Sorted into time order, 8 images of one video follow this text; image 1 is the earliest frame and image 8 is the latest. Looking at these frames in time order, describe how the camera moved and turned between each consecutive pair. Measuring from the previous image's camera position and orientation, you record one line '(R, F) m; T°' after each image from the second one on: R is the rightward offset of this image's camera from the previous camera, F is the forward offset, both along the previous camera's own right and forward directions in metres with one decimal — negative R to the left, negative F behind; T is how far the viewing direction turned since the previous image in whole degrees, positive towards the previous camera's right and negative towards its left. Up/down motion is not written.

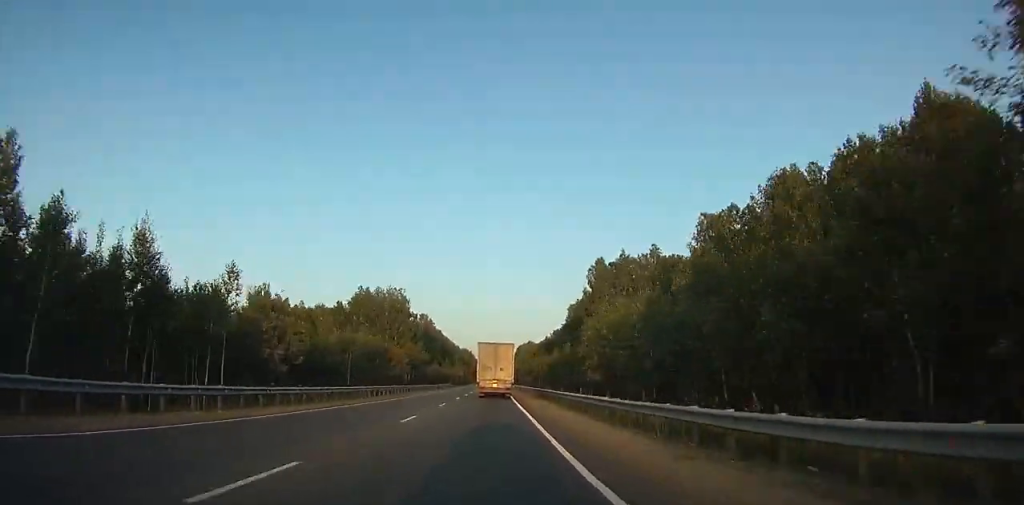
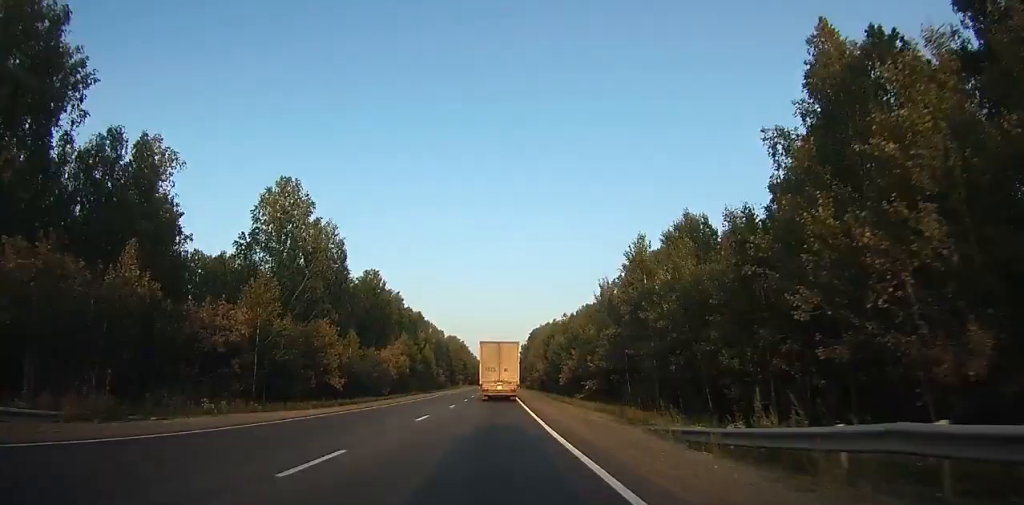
(+0.3, +115.3) m; 0°
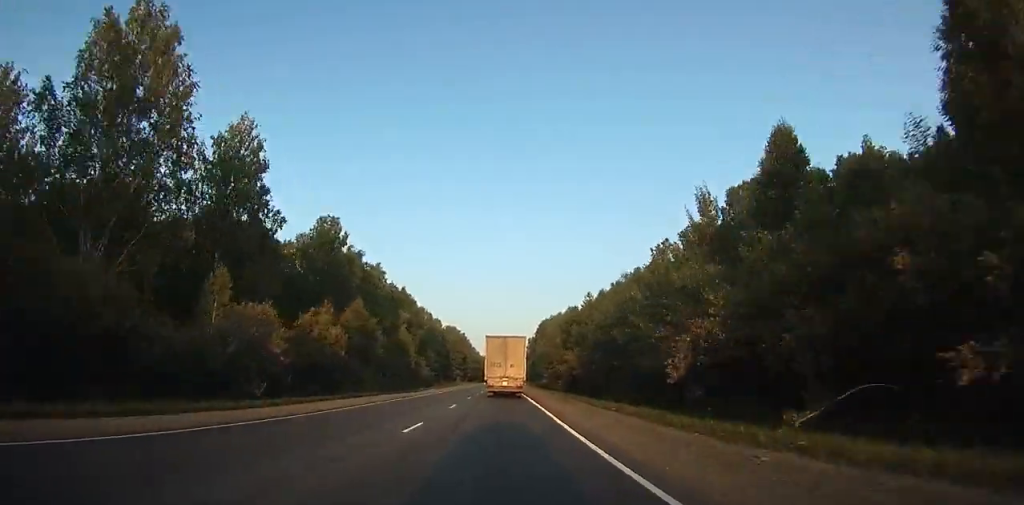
(0.0, +29.6) m; 0°
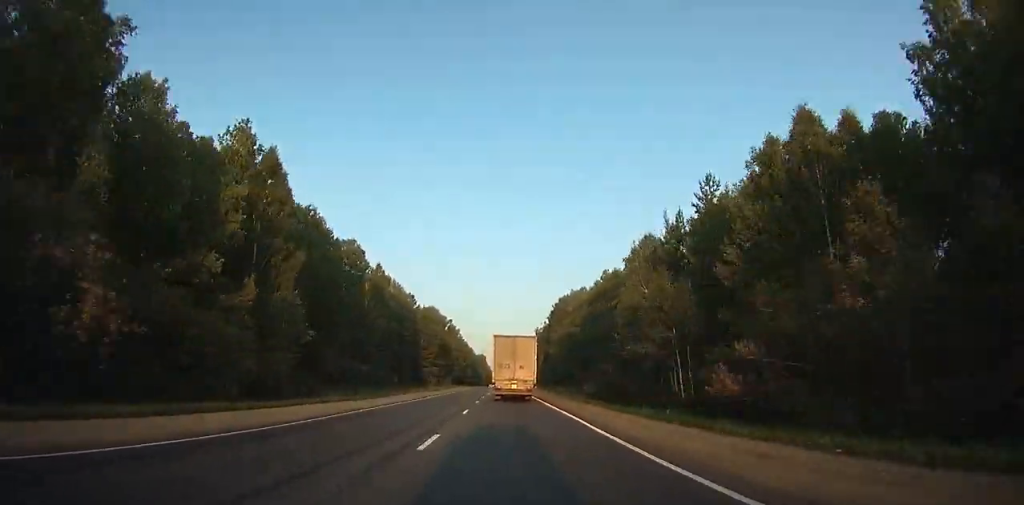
(0.0, +61.3) m; 0°
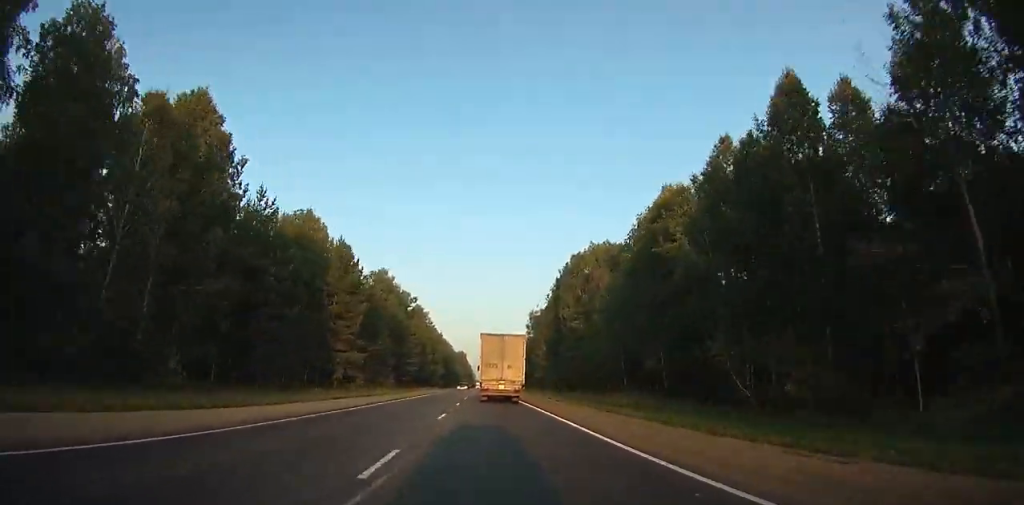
(0.0, +51.9) m; 0°
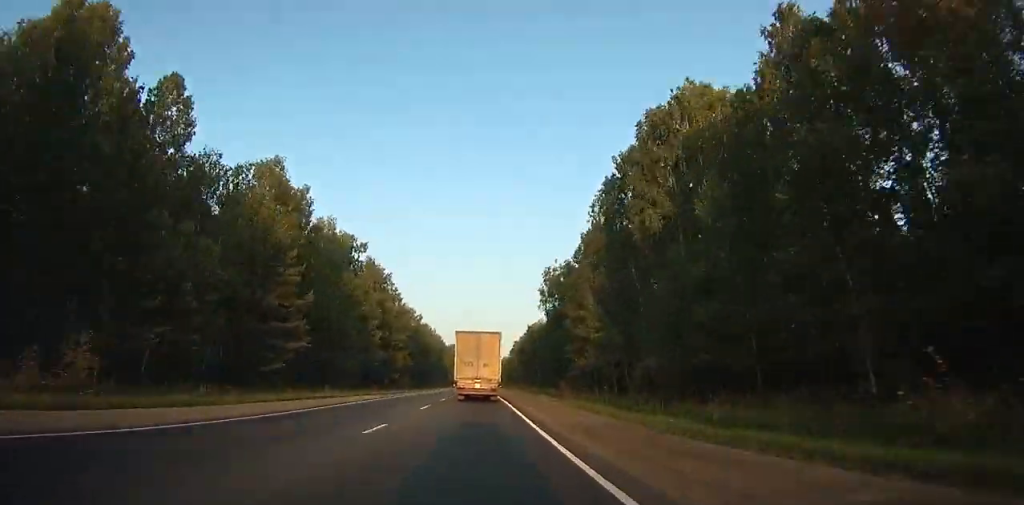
(+0.1, +53.7) m; 0°
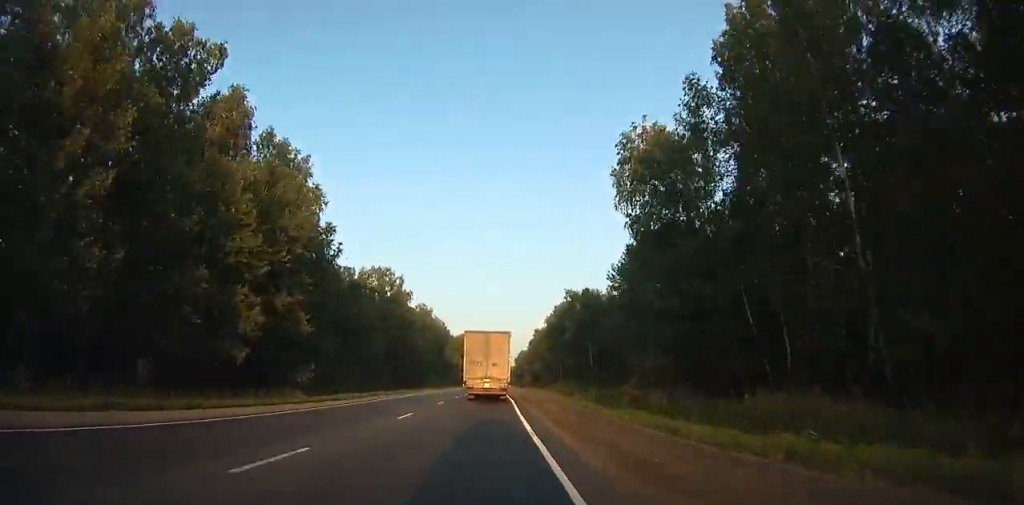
(-0.6, +54.7) m; 0°
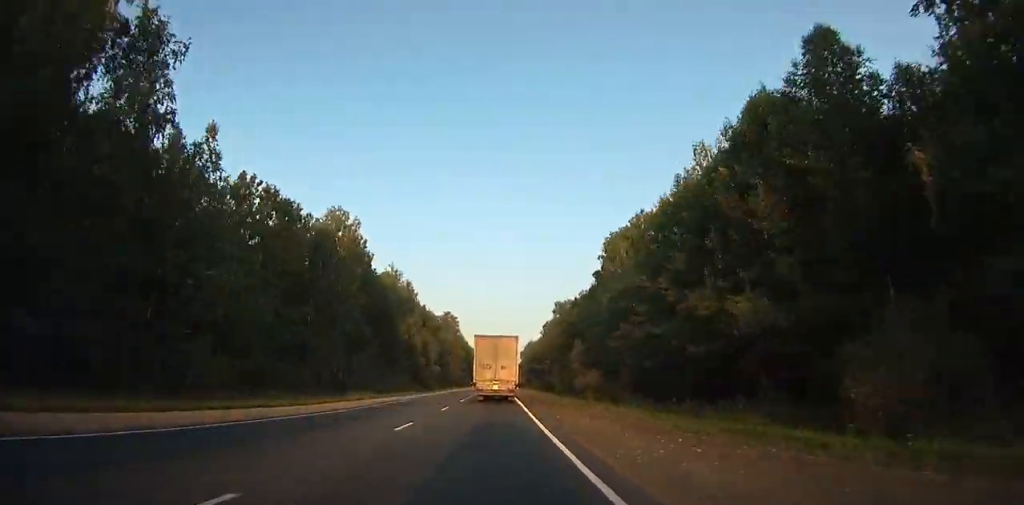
(+1.0, +87.9) m; +1°
